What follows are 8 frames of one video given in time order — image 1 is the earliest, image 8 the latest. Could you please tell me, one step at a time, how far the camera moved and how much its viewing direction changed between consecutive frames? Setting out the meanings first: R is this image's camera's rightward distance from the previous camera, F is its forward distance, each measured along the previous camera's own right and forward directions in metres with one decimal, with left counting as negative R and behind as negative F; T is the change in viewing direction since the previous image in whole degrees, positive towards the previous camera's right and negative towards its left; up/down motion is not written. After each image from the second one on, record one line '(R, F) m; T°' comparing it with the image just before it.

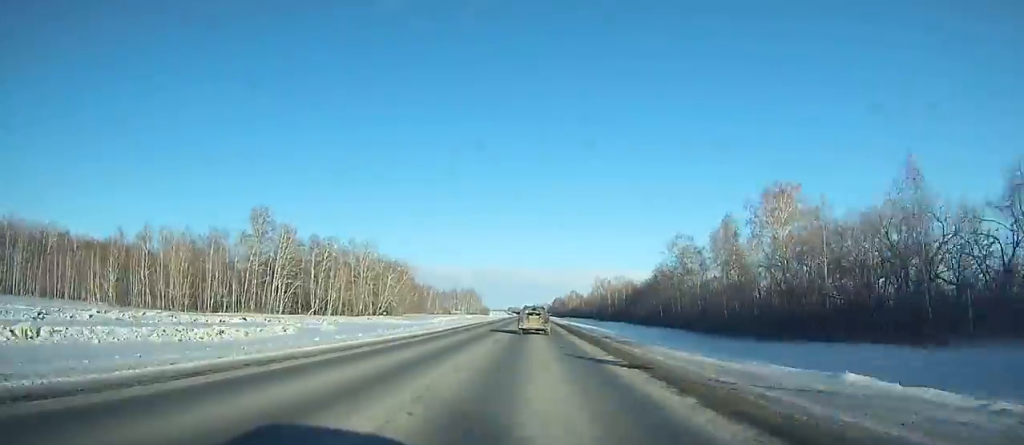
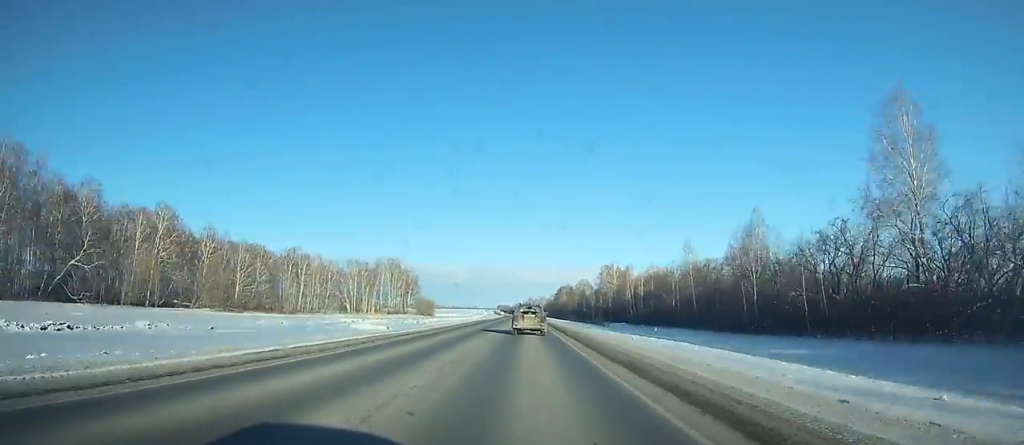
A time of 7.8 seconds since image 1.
(+1.5, +213.2) m; 0°
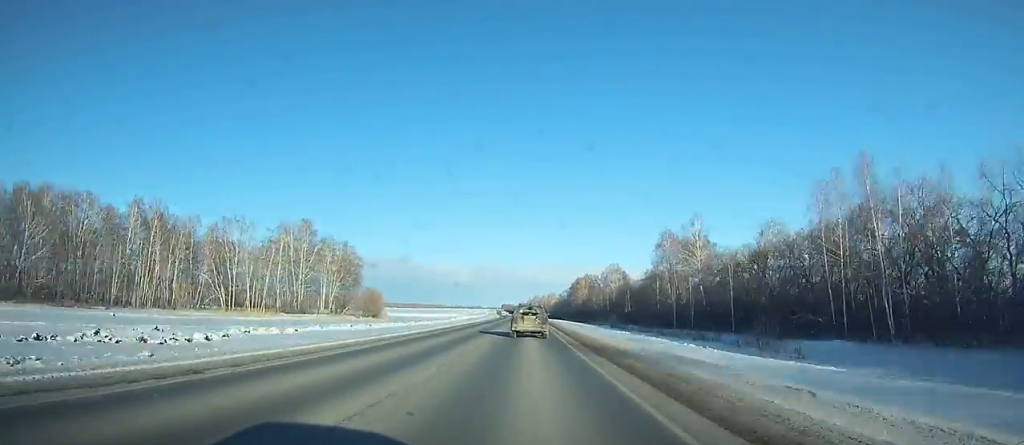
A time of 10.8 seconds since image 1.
(-0.3, +80.6) m; 0°
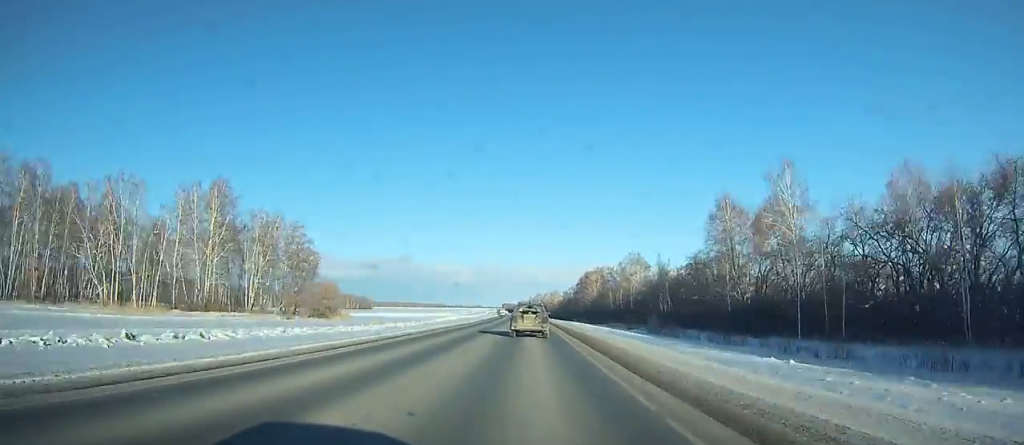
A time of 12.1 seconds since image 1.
(+0.1, +34.6) m; 0°
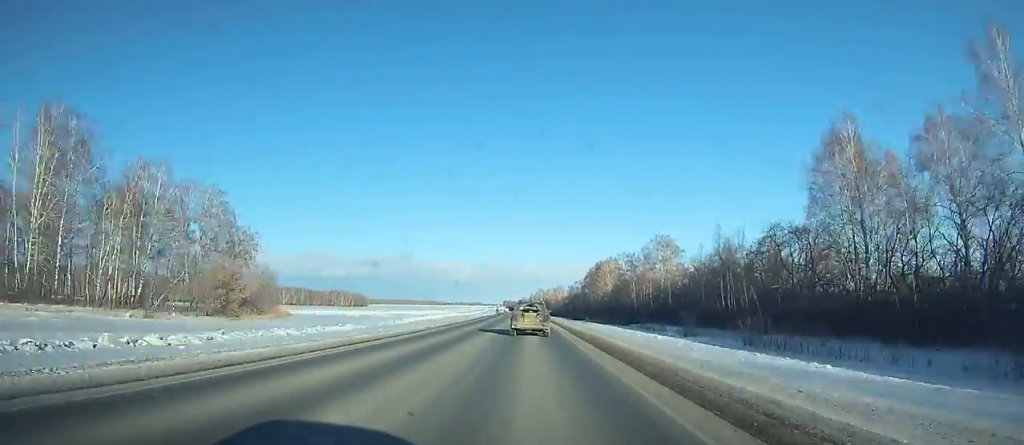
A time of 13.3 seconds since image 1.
(+0.1, +32.0) m; 0°
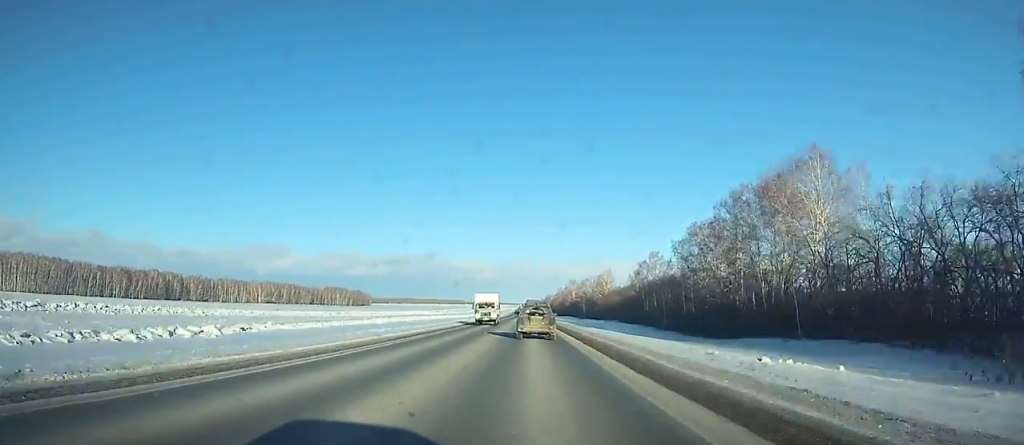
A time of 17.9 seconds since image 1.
(-2.0, +120.5) m; -2°
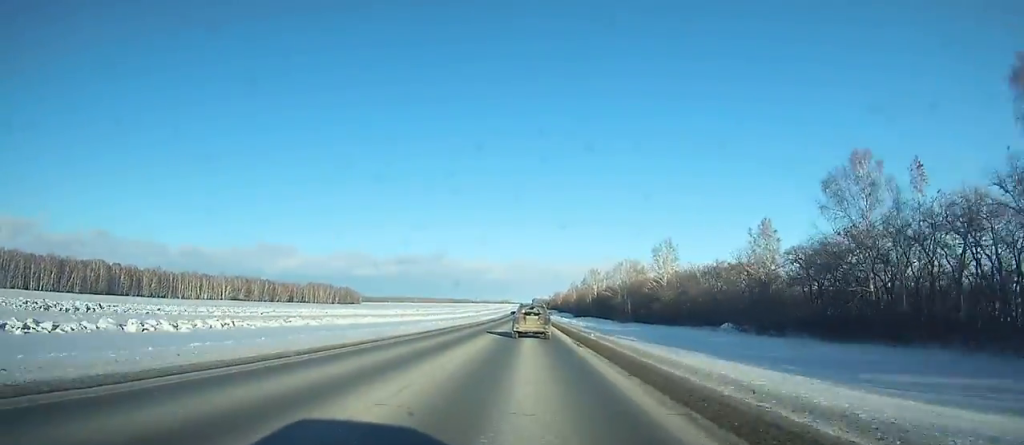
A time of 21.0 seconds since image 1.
(-0.7, +80.0) m; -1°
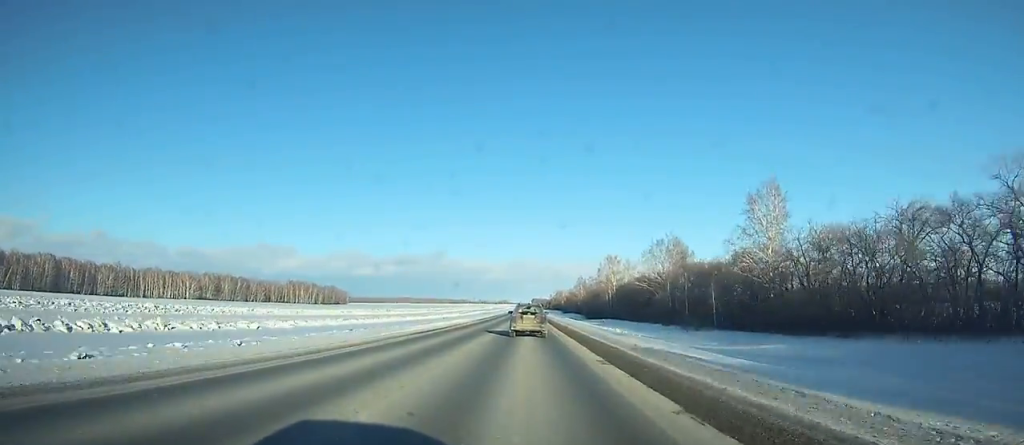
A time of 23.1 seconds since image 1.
(-0.1, +53.4) m; 0°
